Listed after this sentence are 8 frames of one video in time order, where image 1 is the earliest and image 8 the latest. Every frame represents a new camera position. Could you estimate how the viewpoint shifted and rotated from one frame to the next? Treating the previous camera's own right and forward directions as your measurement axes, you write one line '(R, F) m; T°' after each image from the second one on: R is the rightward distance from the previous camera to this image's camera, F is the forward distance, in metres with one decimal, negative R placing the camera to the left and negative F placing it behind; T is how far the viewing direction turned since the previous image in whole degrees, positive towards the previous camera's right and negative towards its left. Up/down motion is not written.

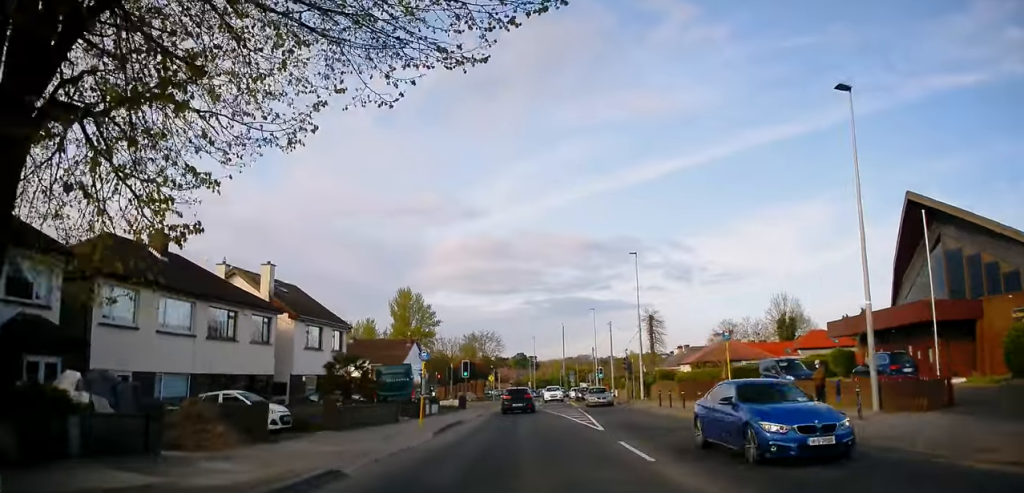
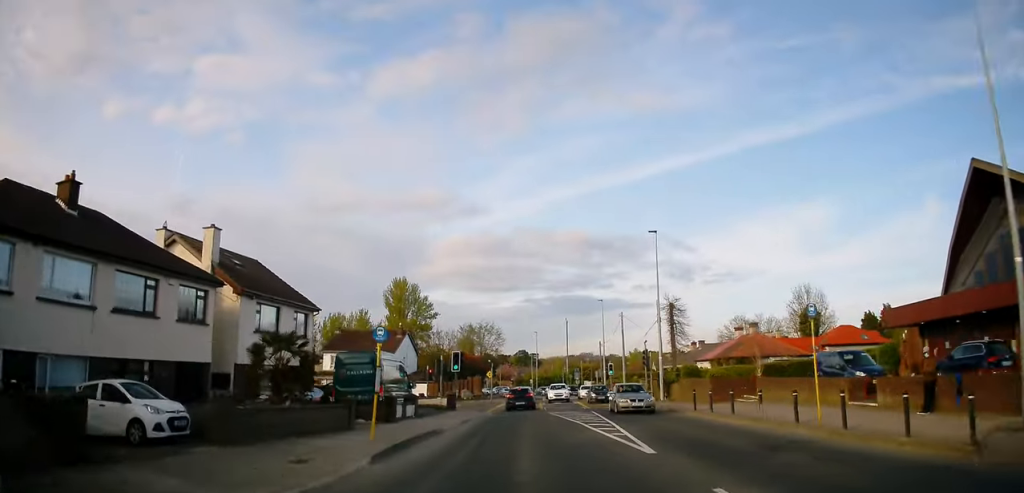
(0.0, +7.1) m; 0°
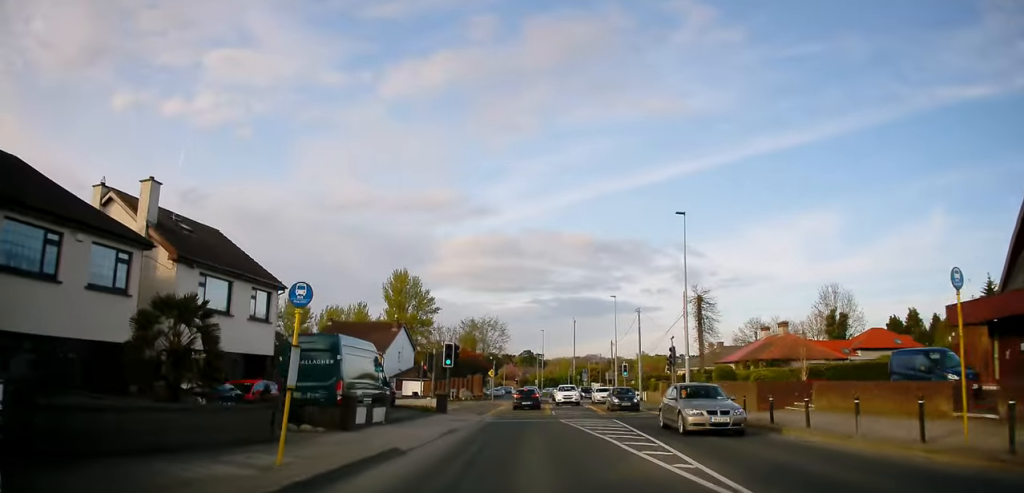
(-0.1, +6.1) m; 0°
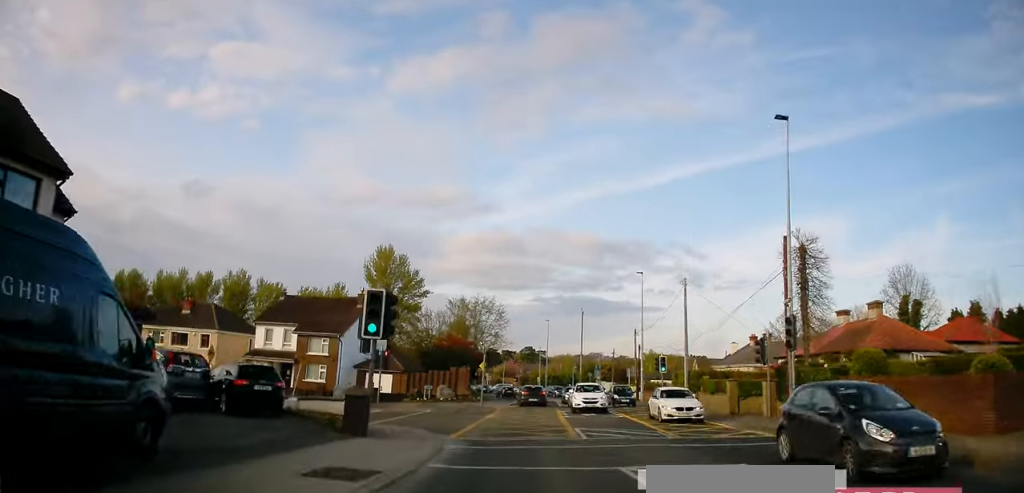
(+0.1, +14.8) m; -1°
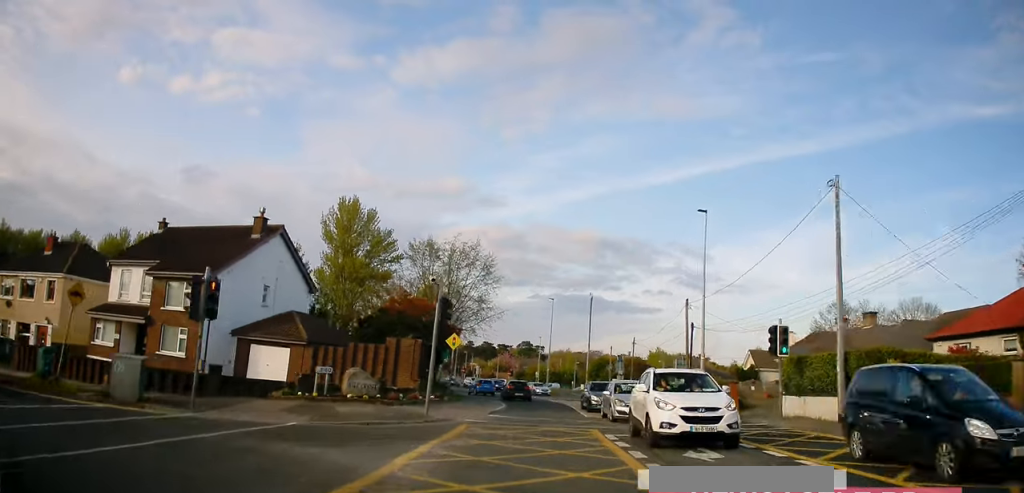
(+0.4, +19.8) m; +3°
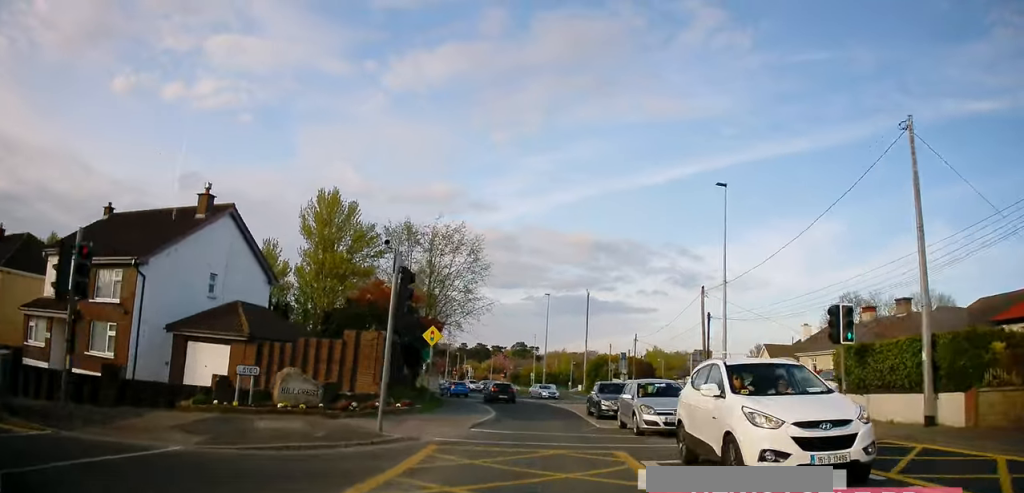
(0.0, +5.1) m; 0°
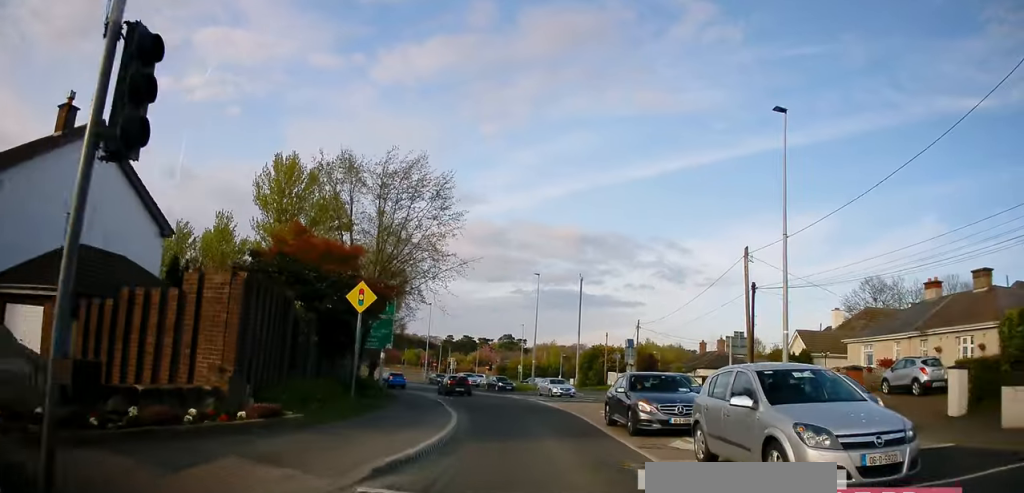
(0.0, +8.9) m; -1°
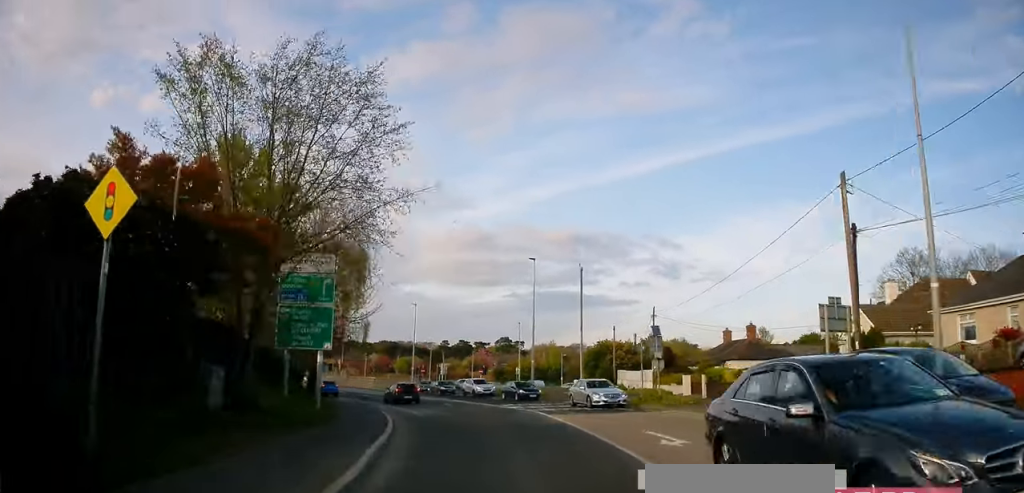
(-0.1, +9.2) m; -2°
